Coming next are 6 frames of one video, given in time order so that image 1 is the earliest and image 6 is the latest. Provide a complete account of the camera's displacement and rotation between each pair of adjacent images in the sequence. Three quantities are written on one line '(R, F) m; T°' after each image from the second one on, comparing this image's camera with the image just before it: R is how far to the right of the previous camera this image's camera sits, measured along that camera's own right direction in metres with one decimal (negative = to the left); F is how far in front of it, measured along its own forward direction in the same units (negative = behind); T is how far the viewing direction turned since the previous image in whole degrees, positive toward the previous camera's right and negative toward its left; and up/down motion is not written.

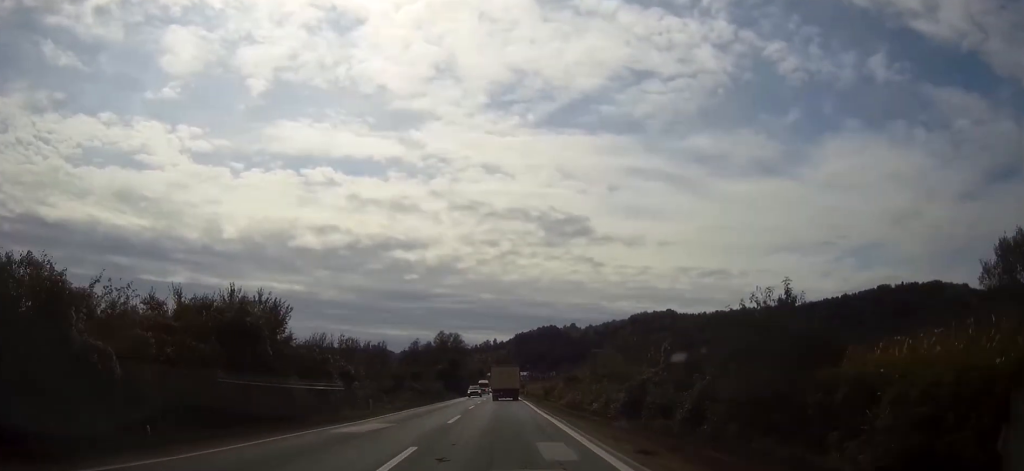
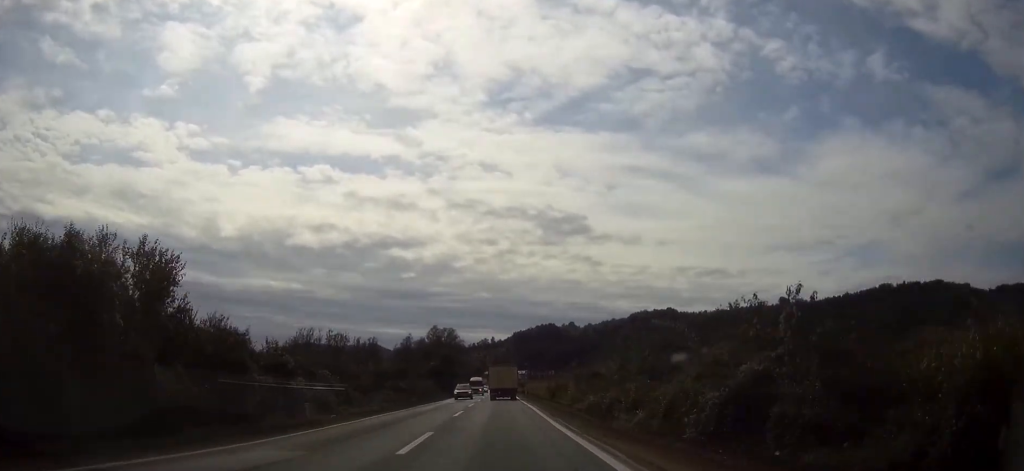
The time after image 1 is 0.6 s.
(+0.1, +10.3) m; 0°
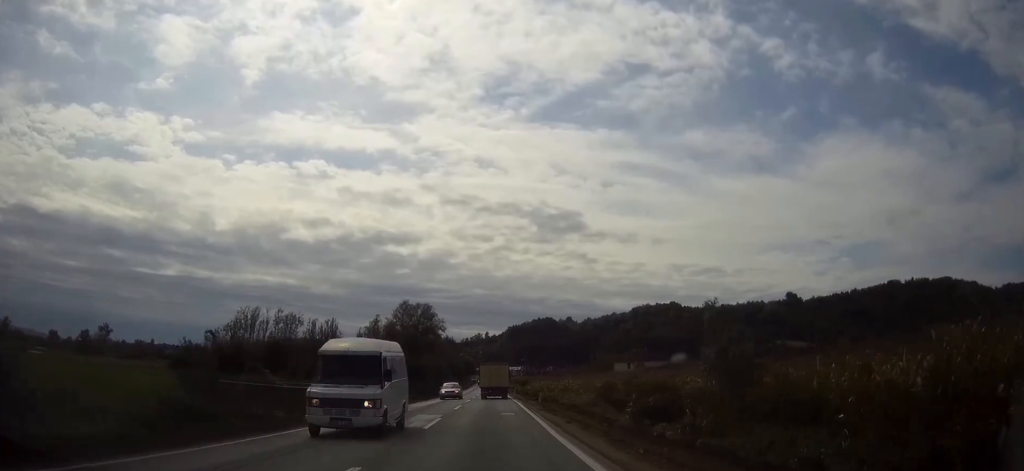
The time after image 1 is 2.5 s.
(+0.1, +35.7) m; 0°
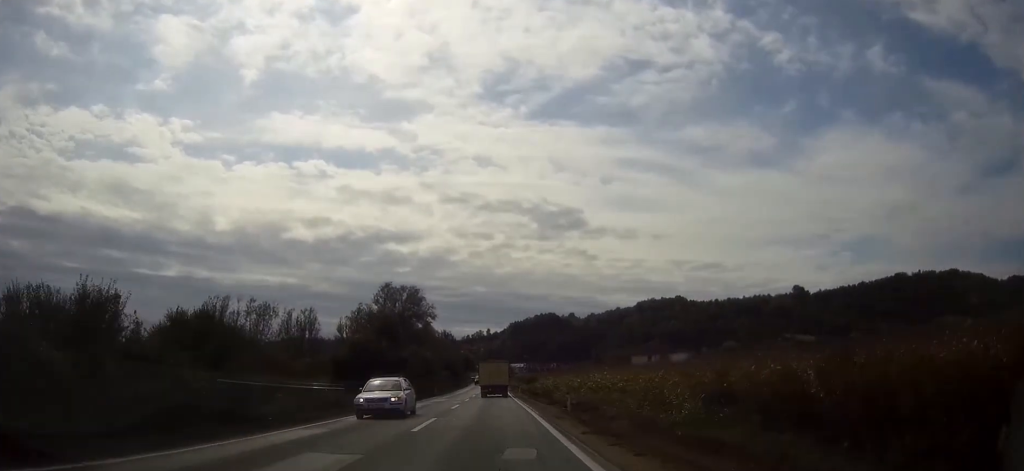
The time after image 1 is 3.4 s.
(0.0, +16.2) m; 0°
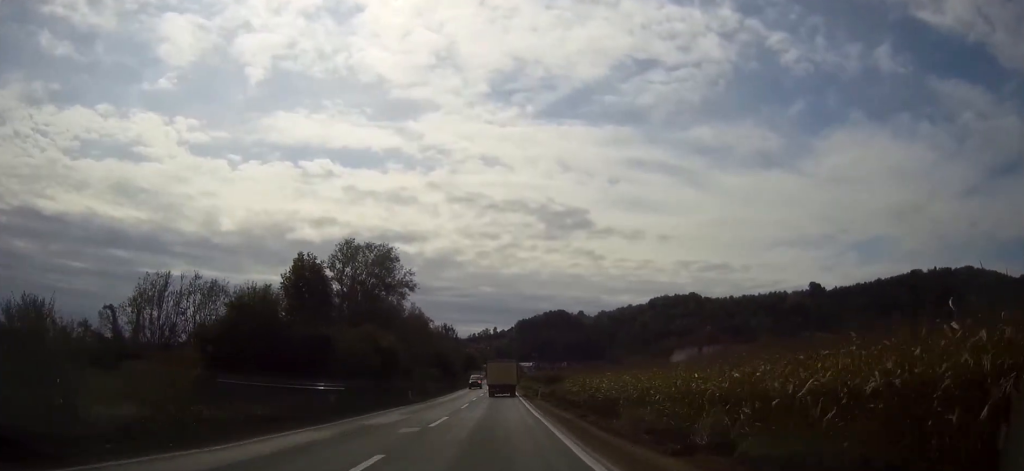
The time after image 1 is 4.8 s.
(-0.2, +25.3) m; 0°
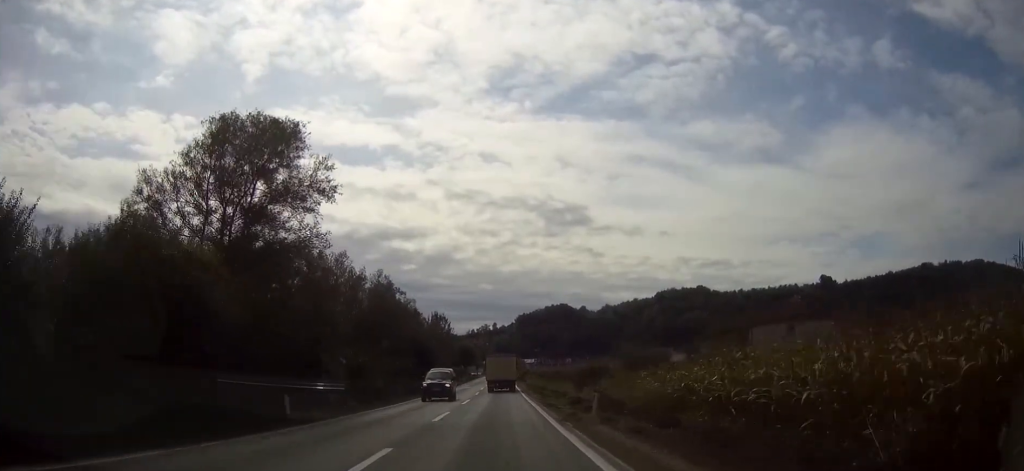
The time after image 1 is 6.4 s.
(+0.1, +27.5) m; 0°
